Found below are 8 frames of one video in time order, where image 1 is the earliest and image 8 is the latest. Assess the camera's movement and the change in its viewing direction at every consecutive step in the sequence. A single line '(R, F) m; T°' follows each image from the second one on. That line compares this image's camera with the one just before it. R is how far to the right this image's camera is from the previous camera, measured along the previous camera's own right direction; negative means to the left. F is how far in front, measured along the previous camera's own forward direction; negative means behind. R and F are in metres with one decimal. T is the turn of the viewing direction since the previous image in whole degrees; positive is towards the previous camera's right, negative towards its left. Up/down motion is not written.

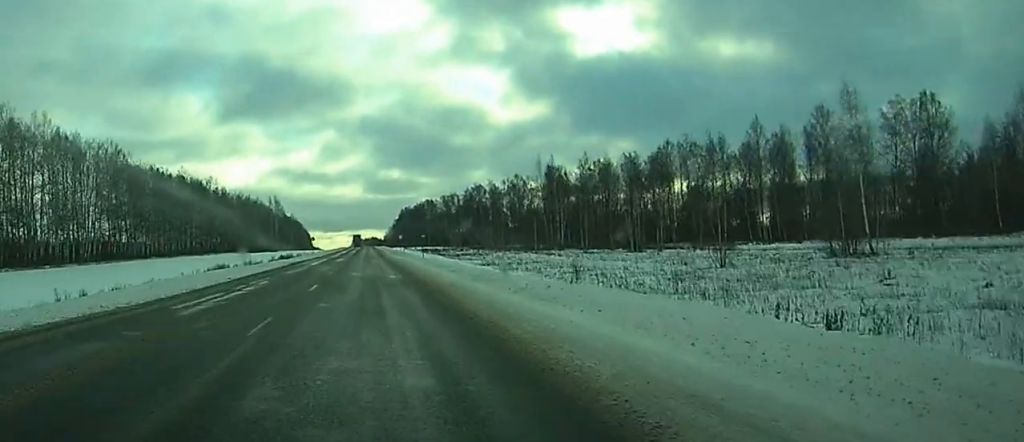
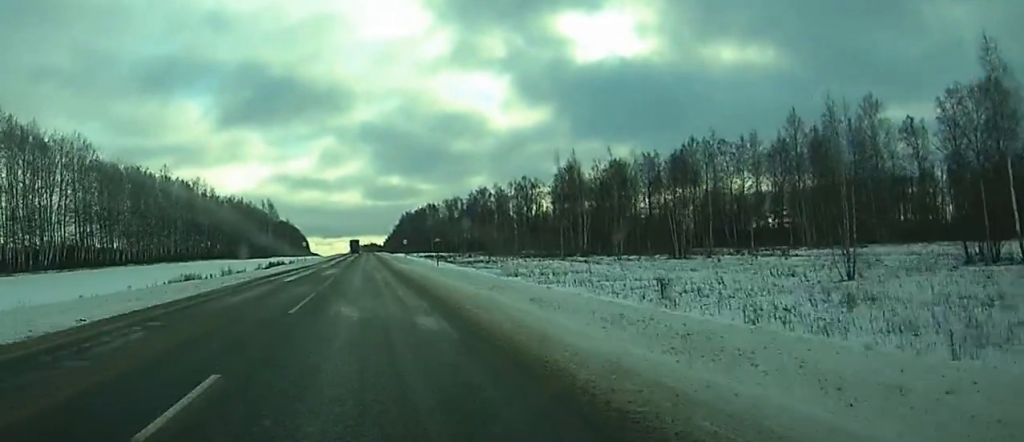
(0.0, +18.4) m; 0°
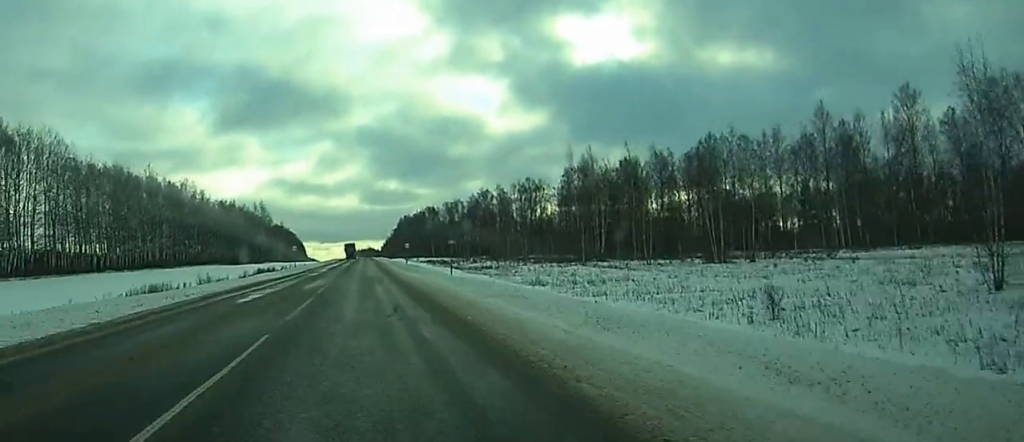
(0.0, +12.8) m; 0°
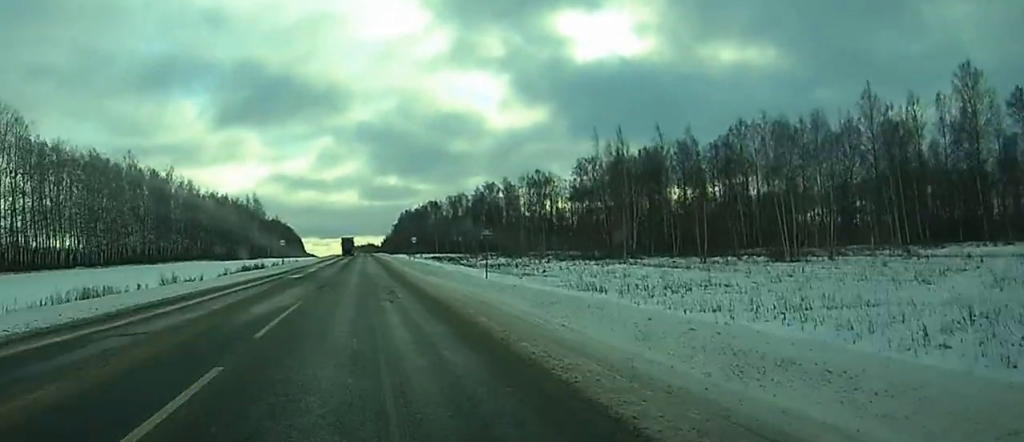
(-0.1, +16.9) m; 0°
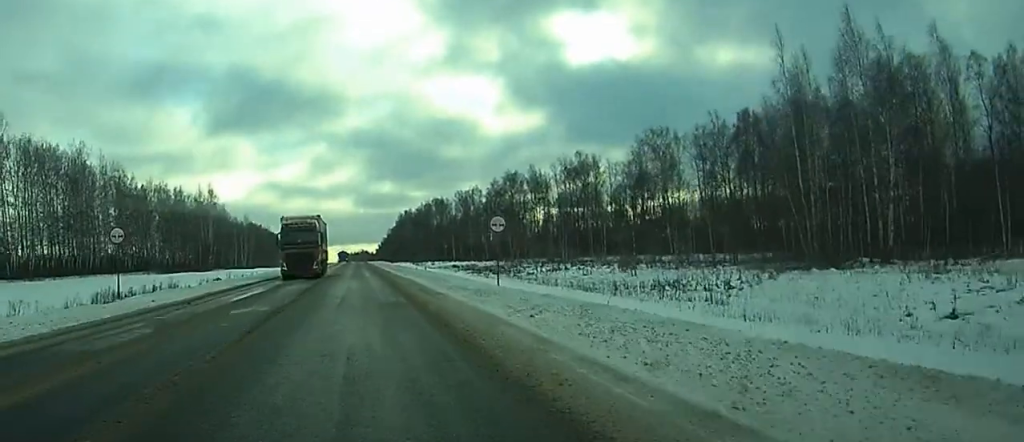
(+1.3, +64.4) m; +1°
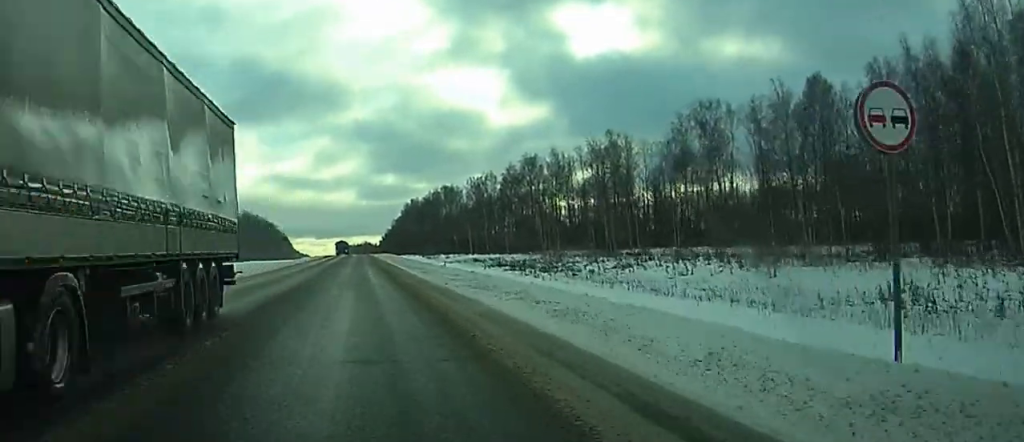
(-0.5, +25.8) m; -1°
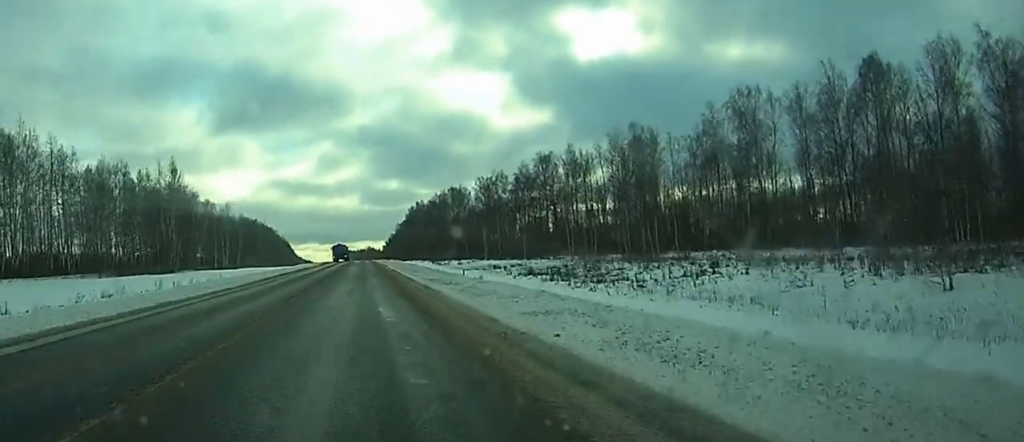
(-0.2, +16.2) m; 0°
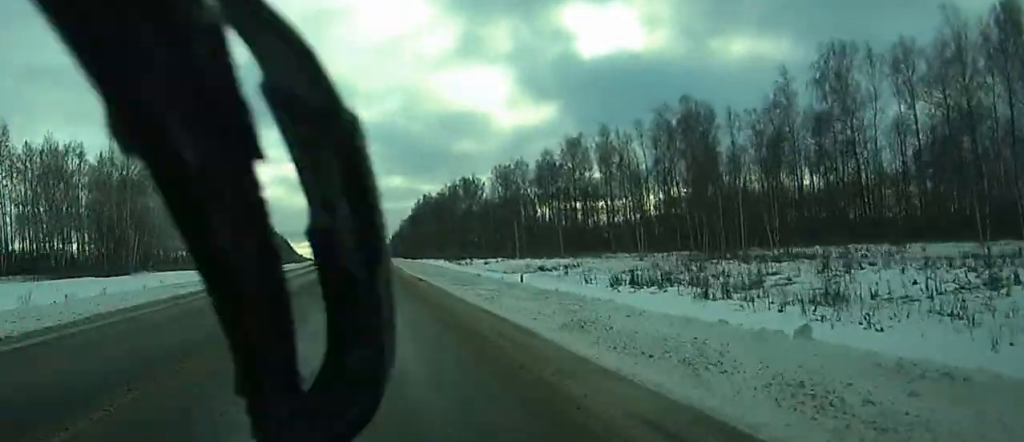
(+0.5, +29.9) m; +1°
